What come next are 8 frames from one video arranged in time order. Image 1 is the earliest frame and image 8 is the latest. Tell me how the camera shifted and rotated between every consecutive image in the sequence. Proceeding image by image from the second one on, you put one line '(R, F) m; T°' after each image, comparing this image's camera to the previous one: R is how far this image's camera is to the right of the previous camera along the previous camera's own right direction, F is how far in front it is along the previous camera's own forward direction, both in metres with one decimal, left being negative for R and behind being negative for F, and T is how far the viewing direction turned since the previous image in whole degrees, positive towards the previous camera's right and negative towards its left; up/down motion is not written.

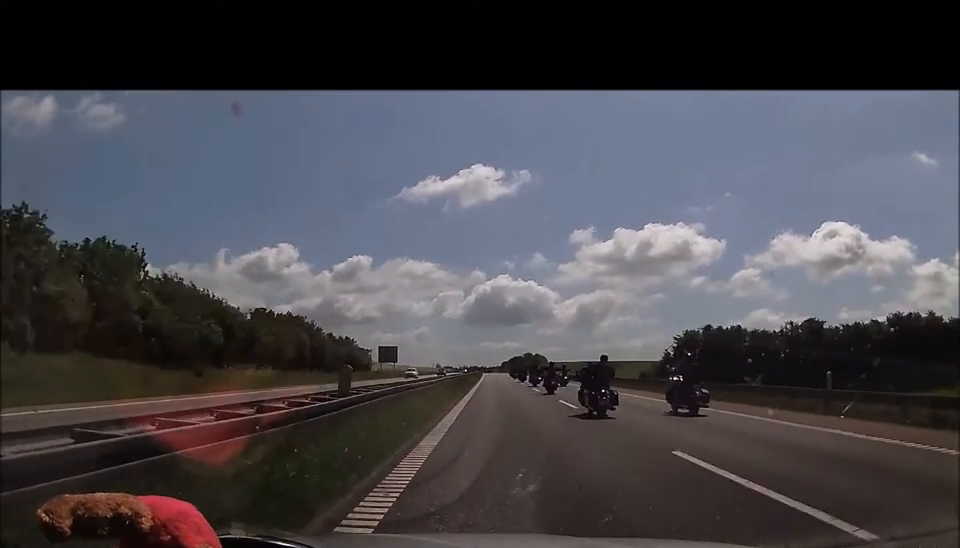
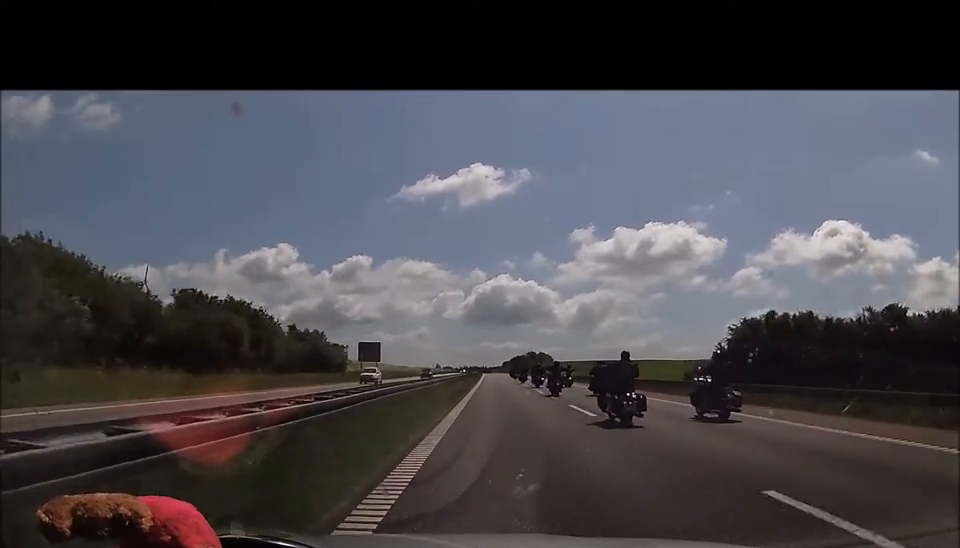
(+0.1, +16.8) m; 0°
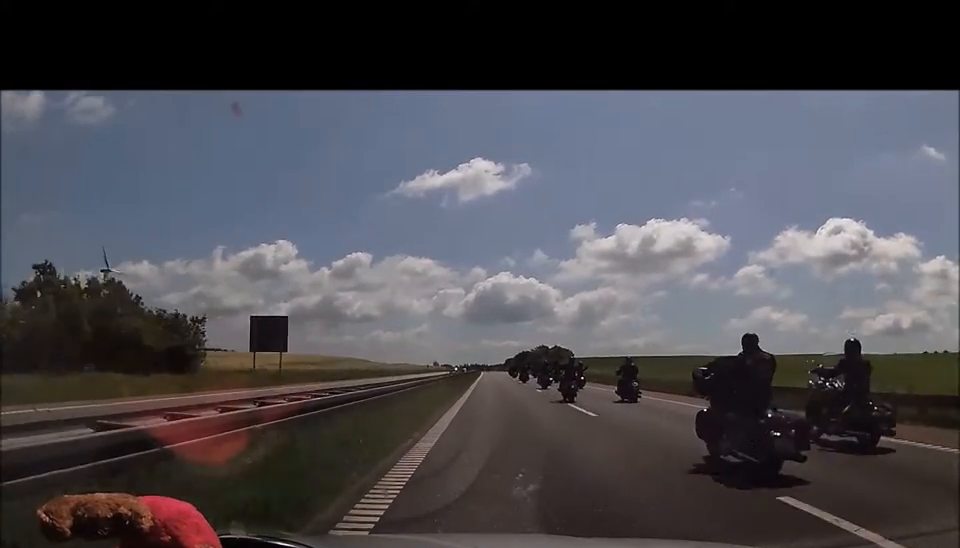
(-0.4, +42.8) m; -1°
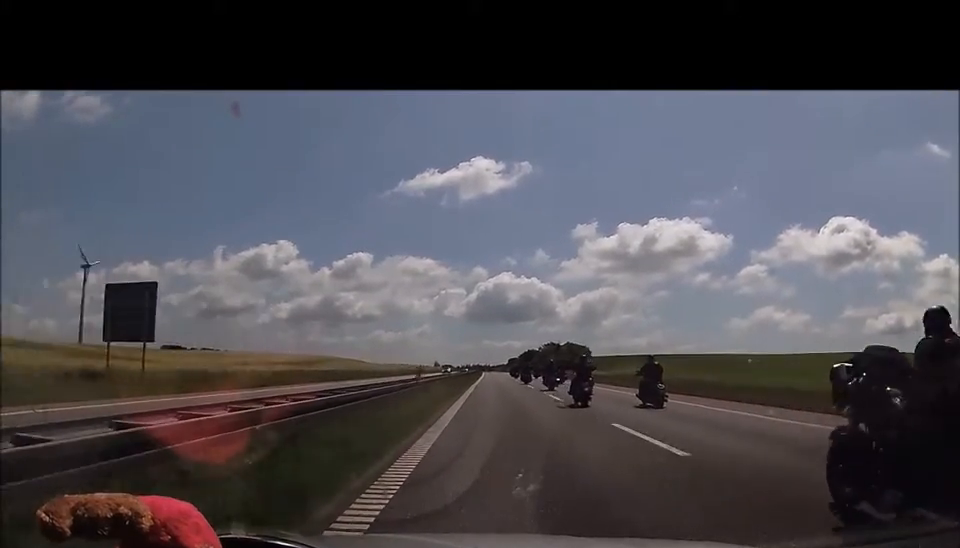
(0.0, +22.4) m; 0°
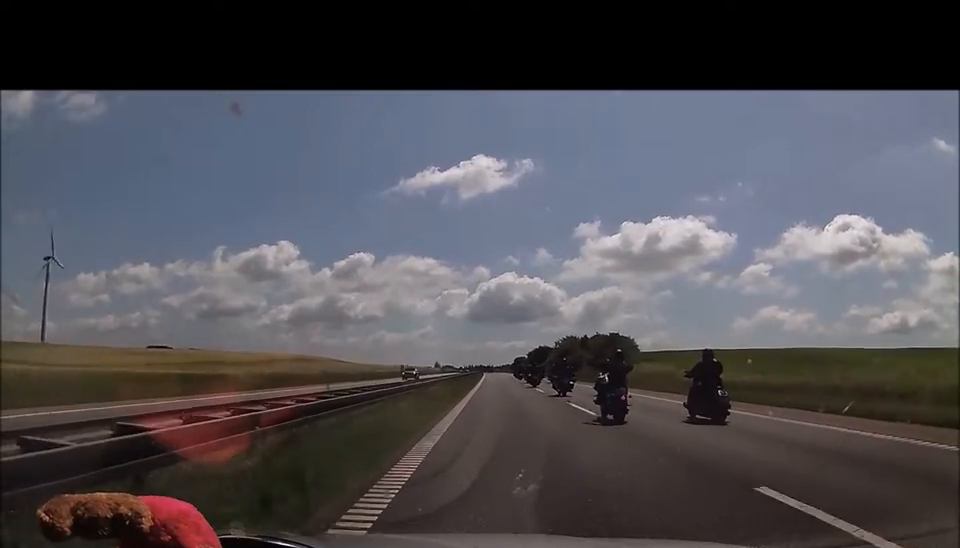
(0.0, +37.3) m; 0°
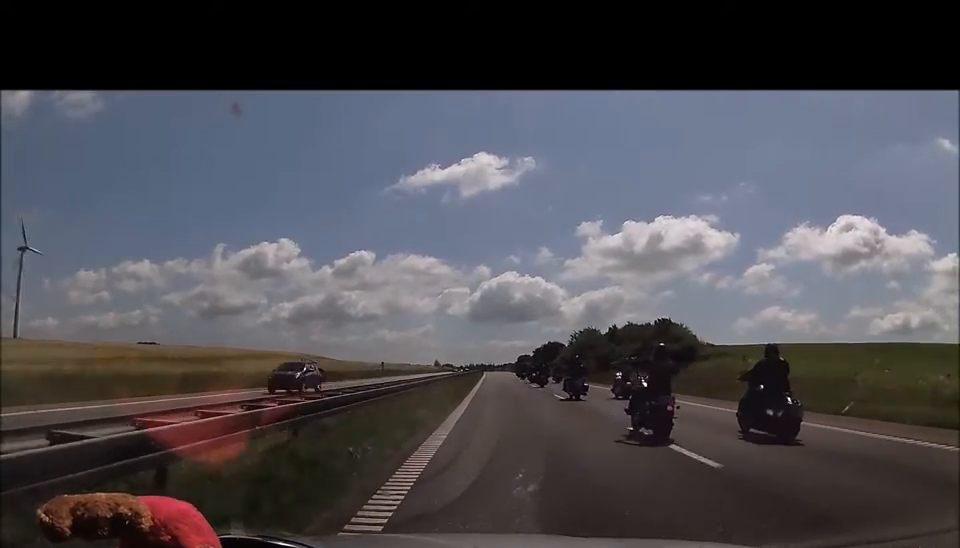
(0.0, +23.7) m; 0°
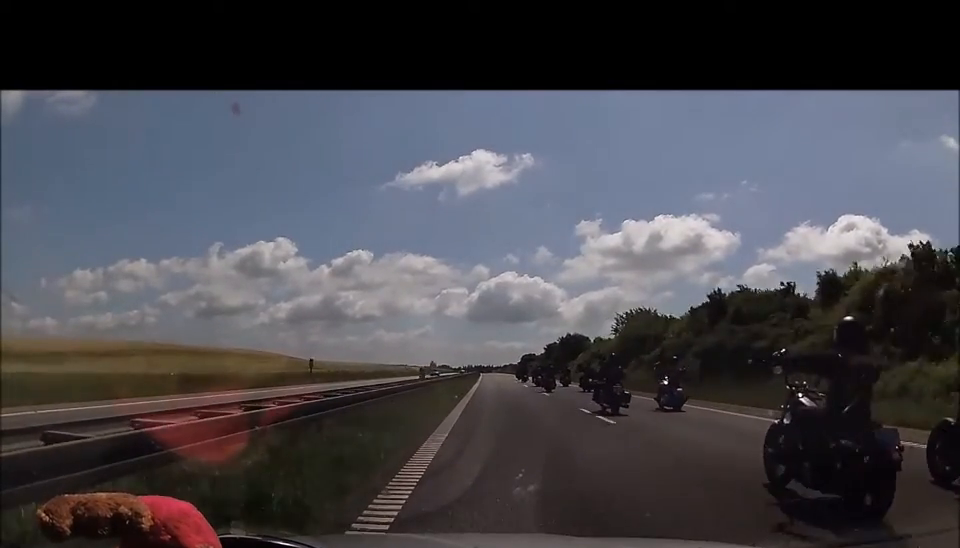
(-0.2, +41.2) m; 0°
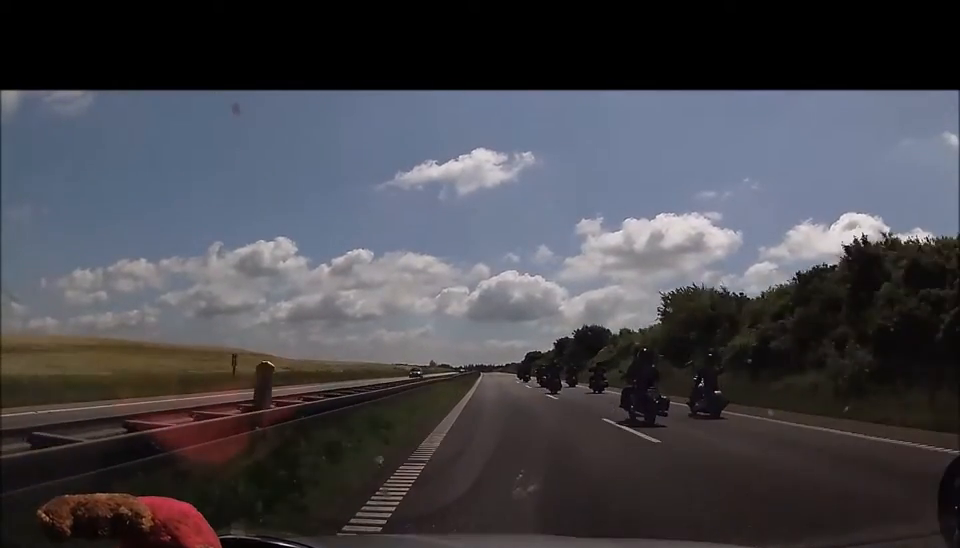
(-0.2, +17.5) m; 0°
